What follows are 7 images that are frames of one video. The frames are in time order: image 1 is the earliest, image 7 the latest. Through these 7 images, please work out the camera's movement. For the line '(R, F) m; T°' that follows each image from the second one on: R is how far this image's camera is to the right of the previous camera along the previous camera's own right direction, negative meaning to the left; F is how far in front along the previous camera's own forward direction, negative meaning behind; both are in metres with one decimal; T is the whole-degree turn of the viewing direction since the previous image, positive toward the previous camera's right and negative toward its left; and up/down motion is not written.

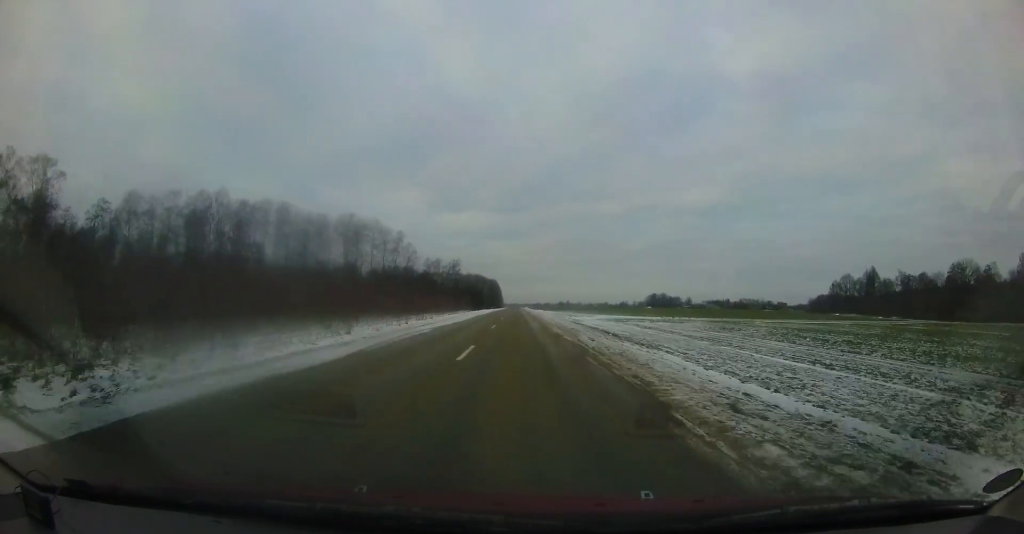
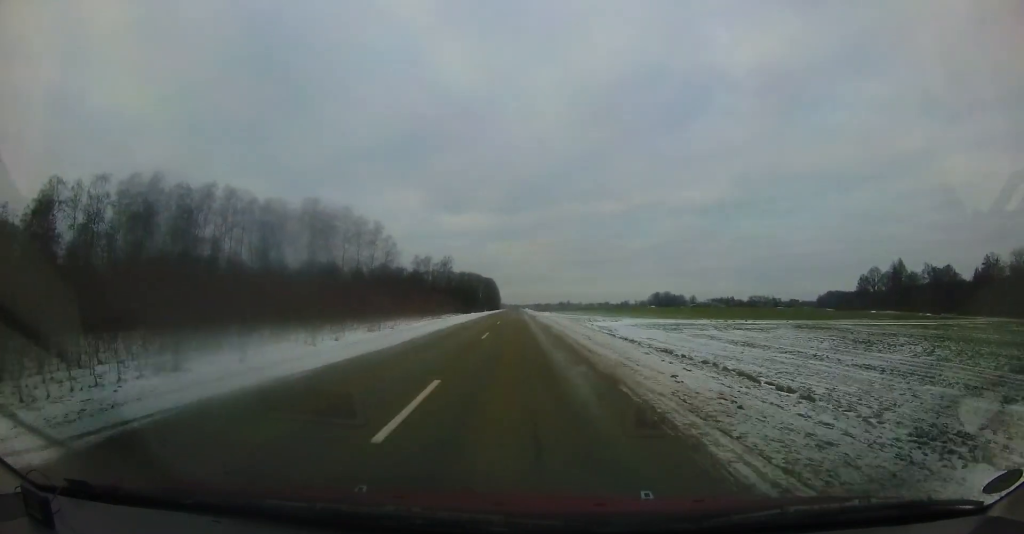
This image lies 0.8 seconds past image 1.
(+0.1, +17.9) m; 0°
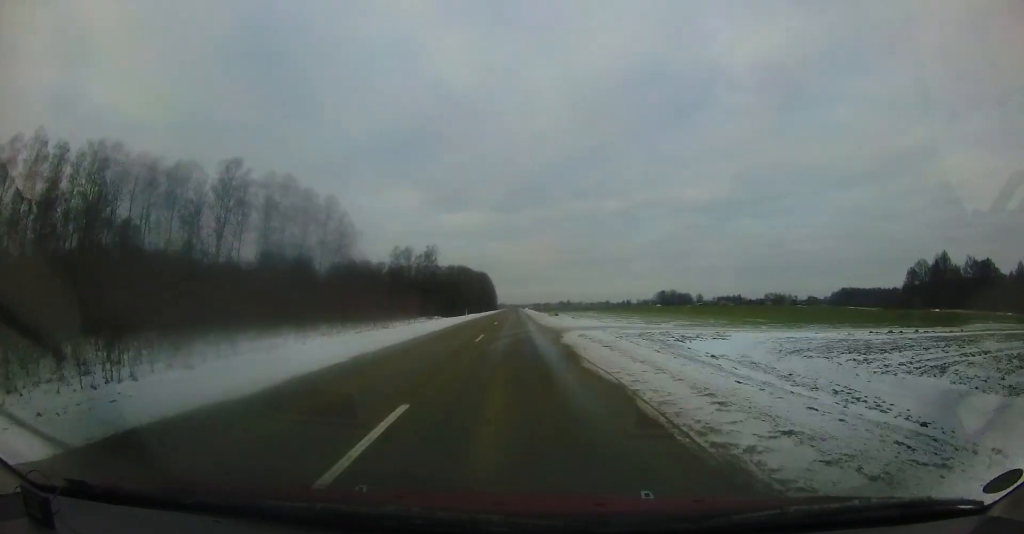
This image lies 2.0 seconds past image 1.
(-0.4, +26.3) m; -1°
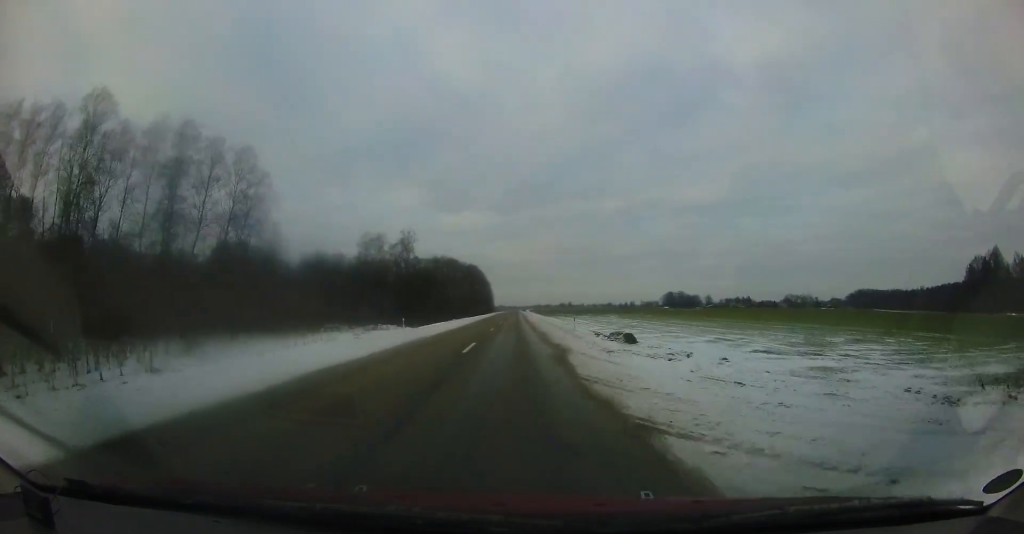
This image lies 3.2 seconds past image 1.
(-0.1, +27.2) m; 0°
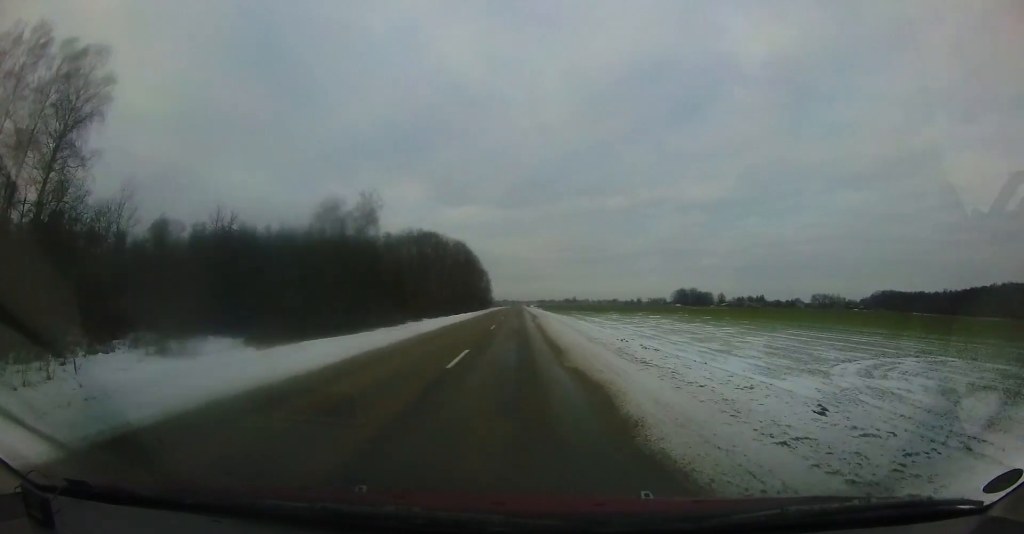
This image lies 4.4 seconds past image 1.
(+0.3, +28.2) m; +1°
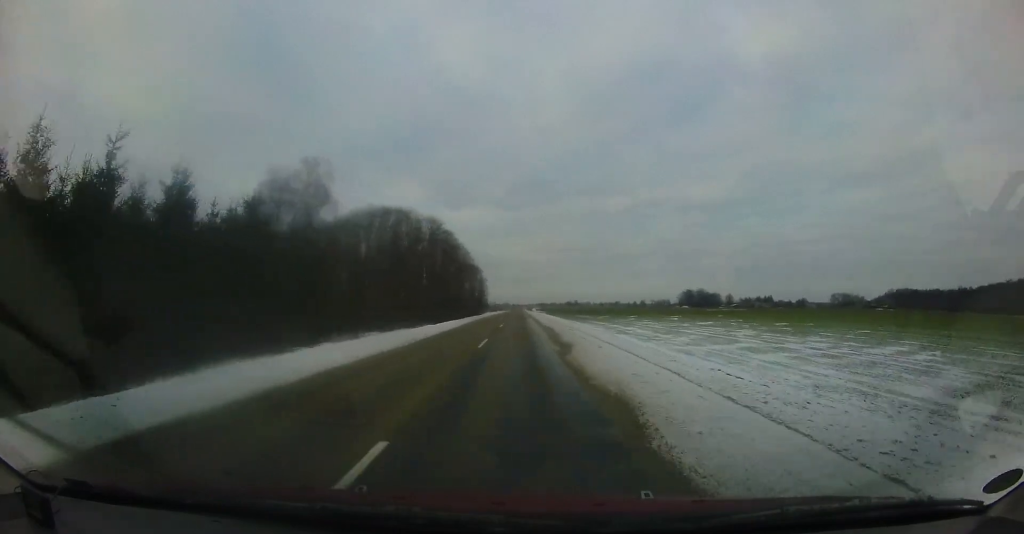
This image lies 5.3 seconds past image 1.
(0.0, +19.9) m; 0°
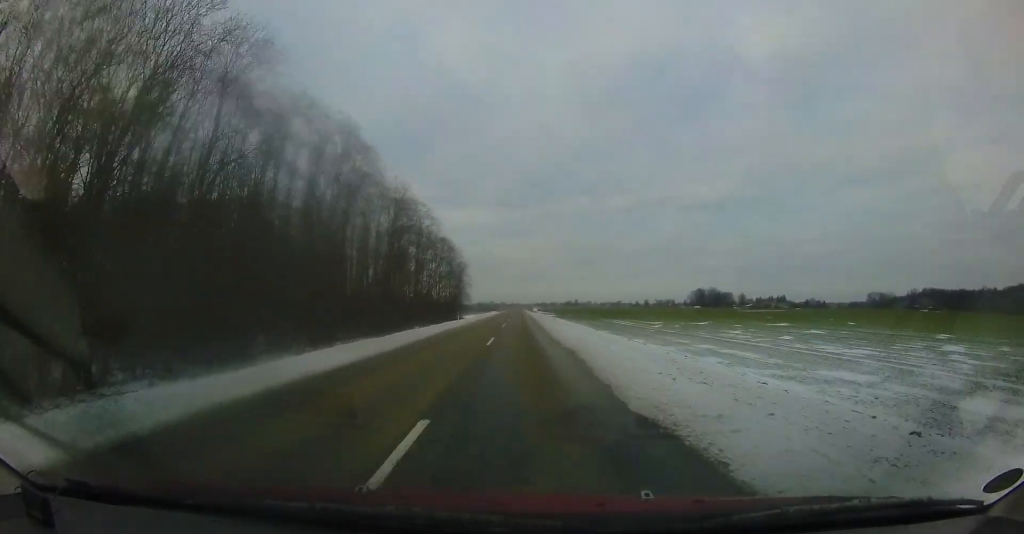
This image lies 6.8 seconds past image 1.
(-0.1, +35.9) m; 0°
